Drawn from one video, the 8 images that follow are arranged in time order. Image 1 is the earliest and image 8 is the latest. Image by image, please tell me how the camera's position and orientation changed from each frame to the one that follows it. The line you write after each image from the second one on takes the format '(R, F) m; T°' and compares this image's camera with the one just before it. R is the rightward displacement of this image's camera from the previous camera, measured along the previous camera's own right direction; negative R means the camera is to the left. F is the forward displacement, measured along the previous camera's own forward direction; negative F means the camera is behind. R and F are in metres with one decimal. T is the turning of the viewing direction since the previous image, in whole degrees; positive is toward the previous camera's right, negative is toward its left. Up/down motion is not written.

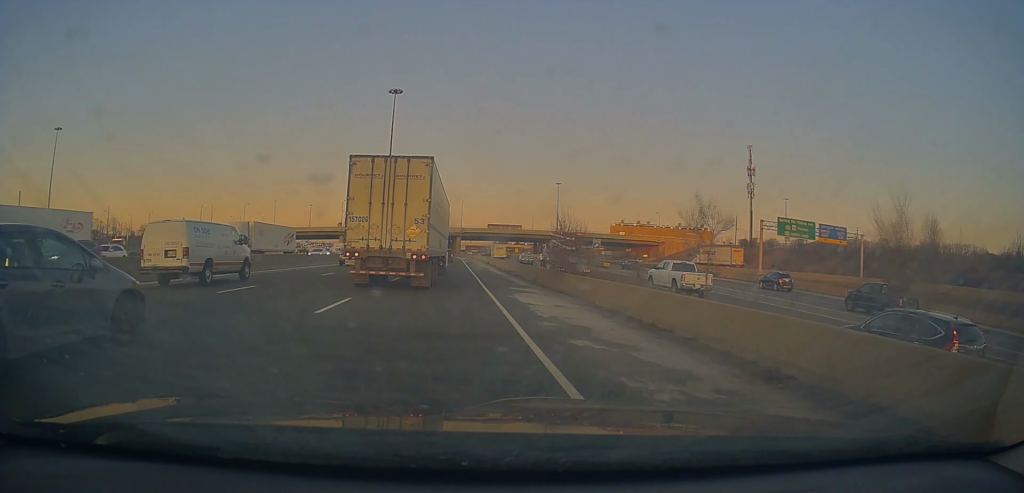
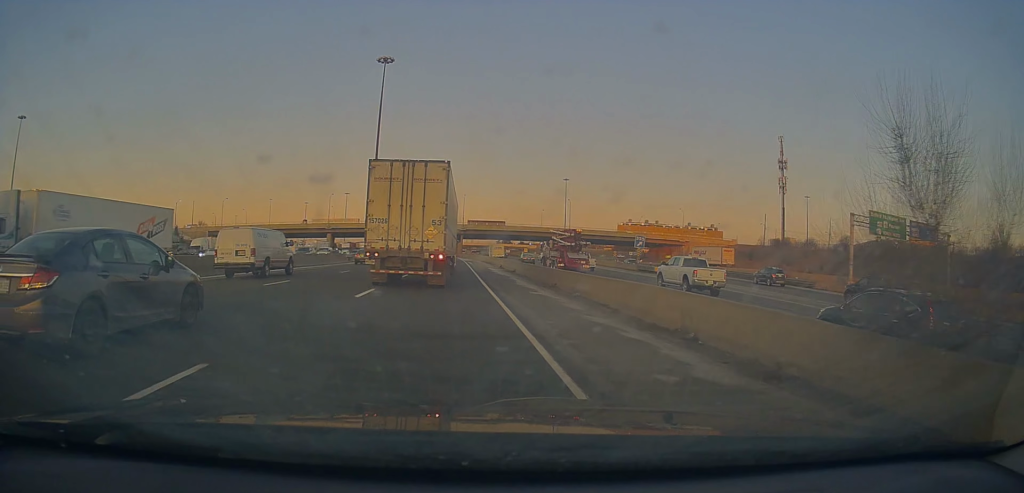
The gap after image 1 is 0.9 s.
(-0.1, +20.8) m; +1°
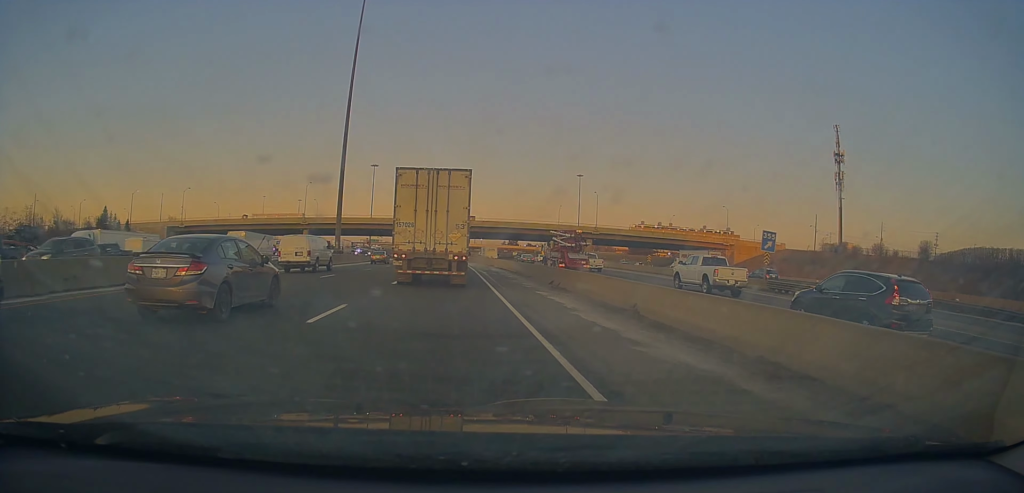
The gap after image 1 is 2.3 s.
(+1.0, +29.7) m; +1°
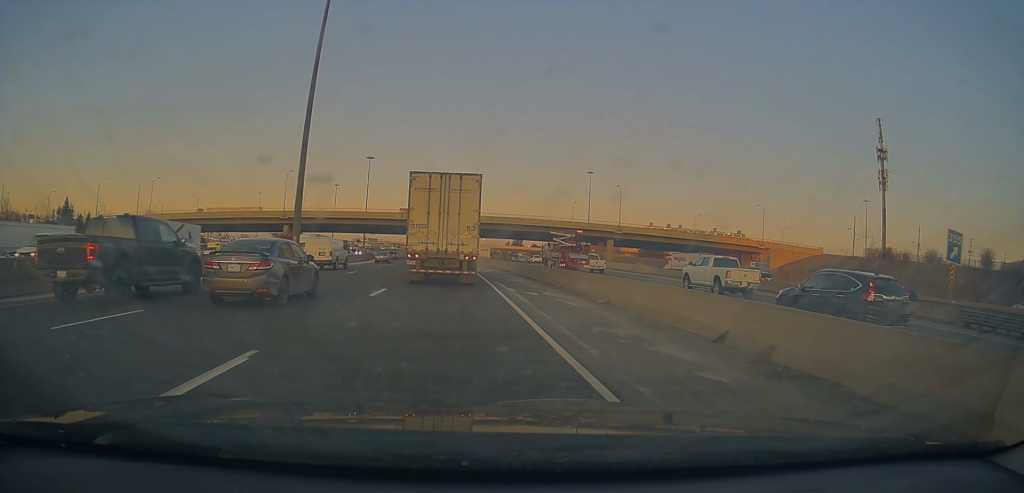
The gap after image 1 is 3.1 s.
(-0.8, +18.4) m; -1°
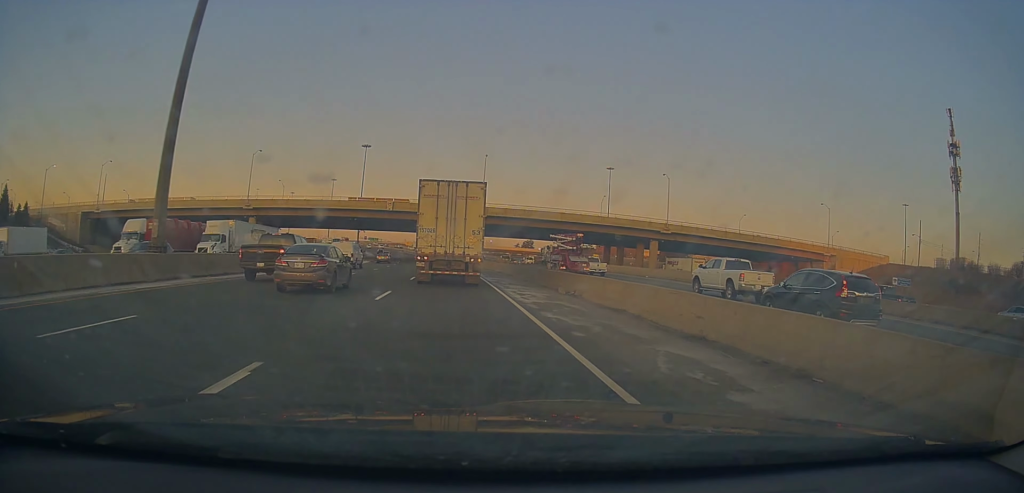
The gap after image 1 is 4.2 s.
(+0.2, +24.9) m; 0°
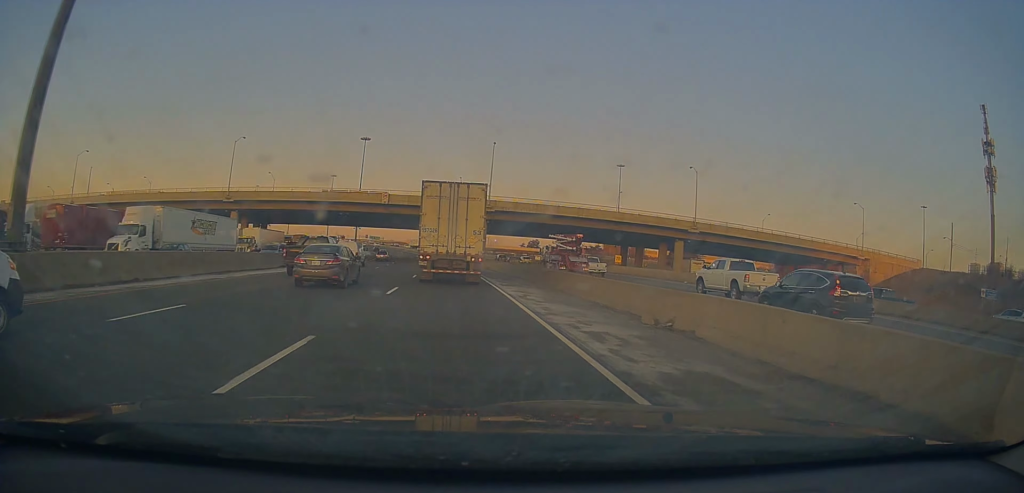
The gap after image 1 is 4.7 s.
(-0.1, +10.3) m; 0°
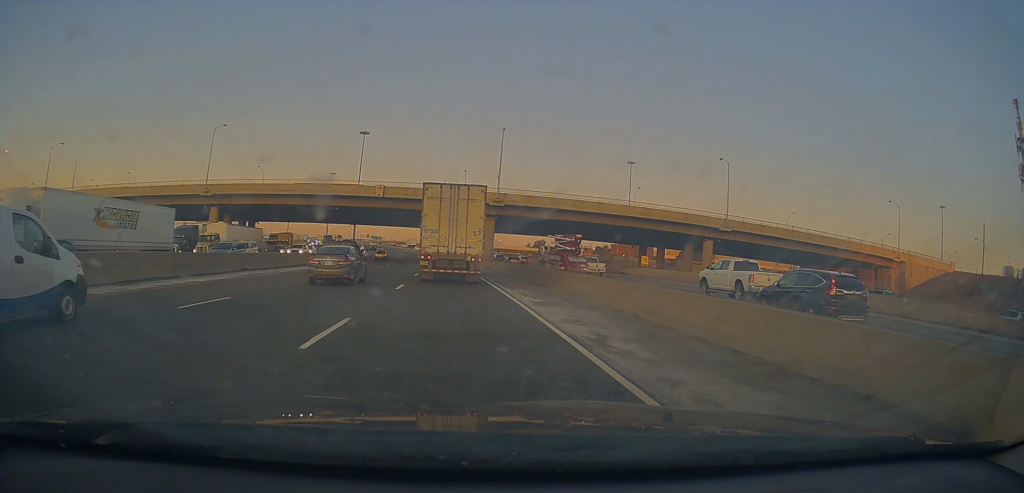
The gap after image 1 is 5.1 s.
(-0.2, +9.5) m; 0°
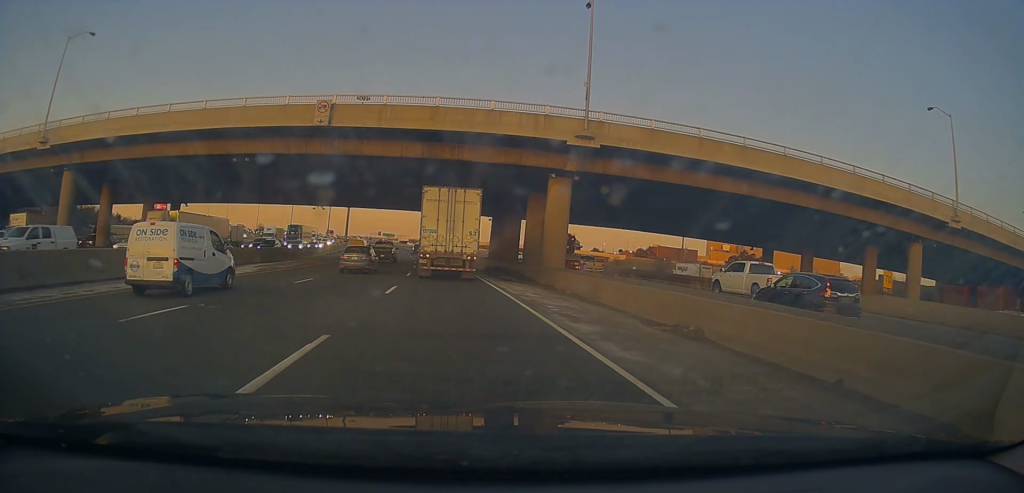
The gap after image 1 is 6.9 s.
(-0.6, +38.6) m; -3°
